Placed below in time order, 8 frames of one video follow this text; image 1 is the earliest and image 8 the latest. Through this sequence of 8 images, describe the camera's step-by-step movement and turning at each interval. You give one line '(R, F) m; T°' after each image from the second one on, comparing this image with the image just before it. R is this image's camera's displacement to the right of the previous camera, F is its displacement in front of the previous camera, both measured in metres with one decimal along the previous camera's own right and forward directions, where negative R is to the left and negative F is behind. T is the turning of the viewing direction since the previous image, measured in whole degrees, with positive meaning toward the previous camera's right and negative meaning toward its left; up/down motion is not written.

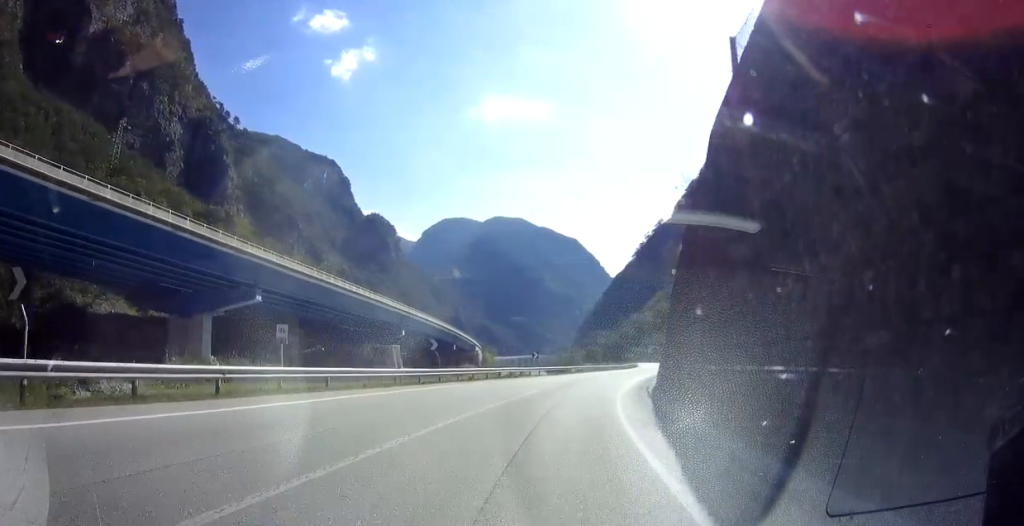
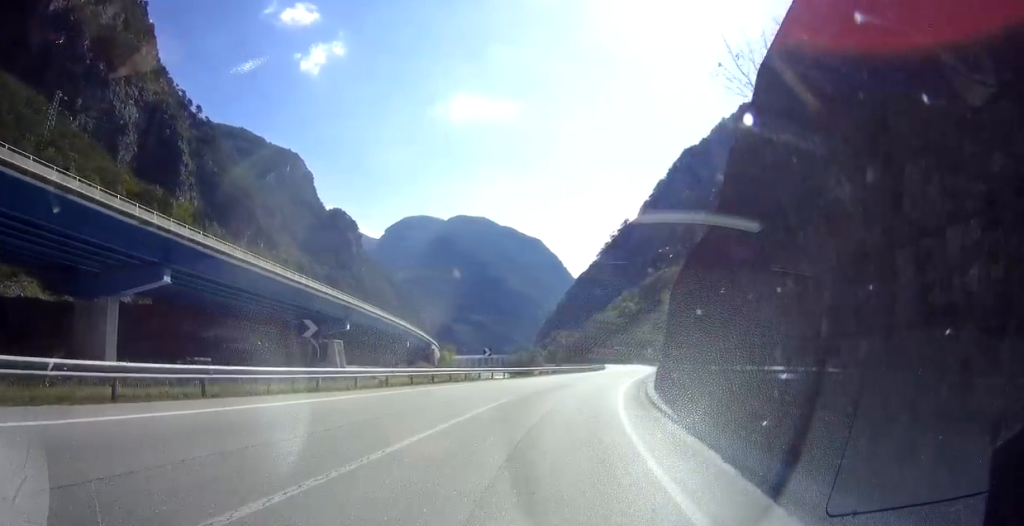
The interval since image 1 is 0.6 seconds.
(+0.2, +12.1) m; +4°
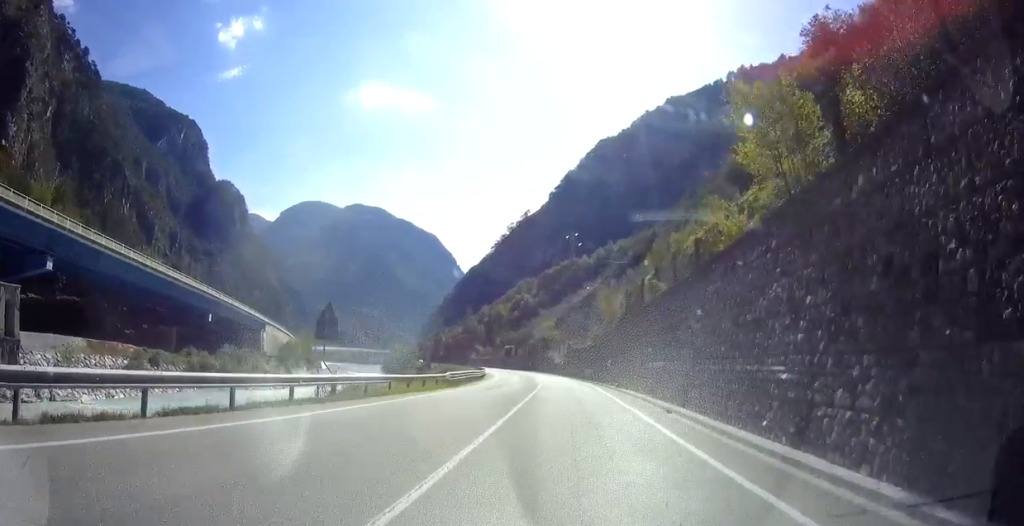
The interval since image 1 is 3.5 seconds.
(+5.9, +55.7) m; +9°
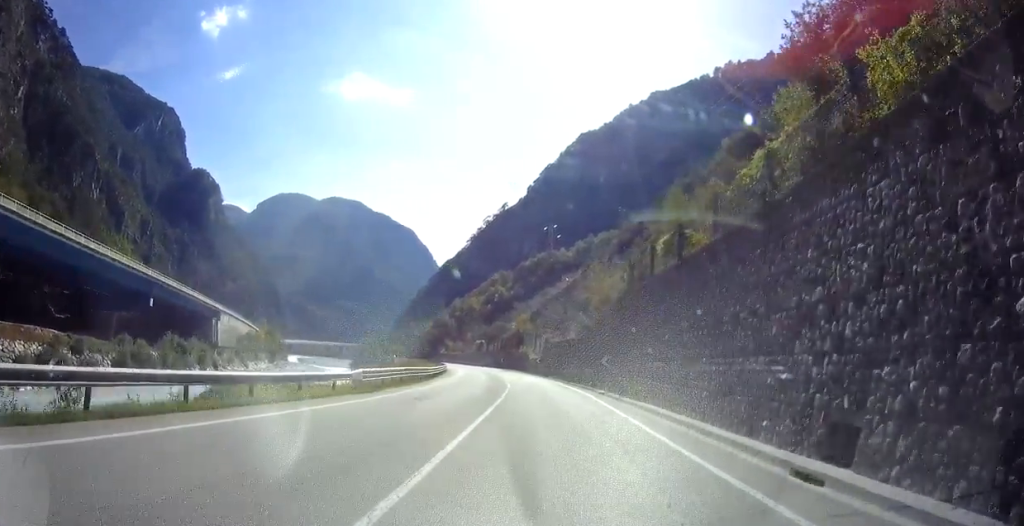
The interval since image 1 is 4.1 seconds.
(+0.2, +13.0) m; +1°
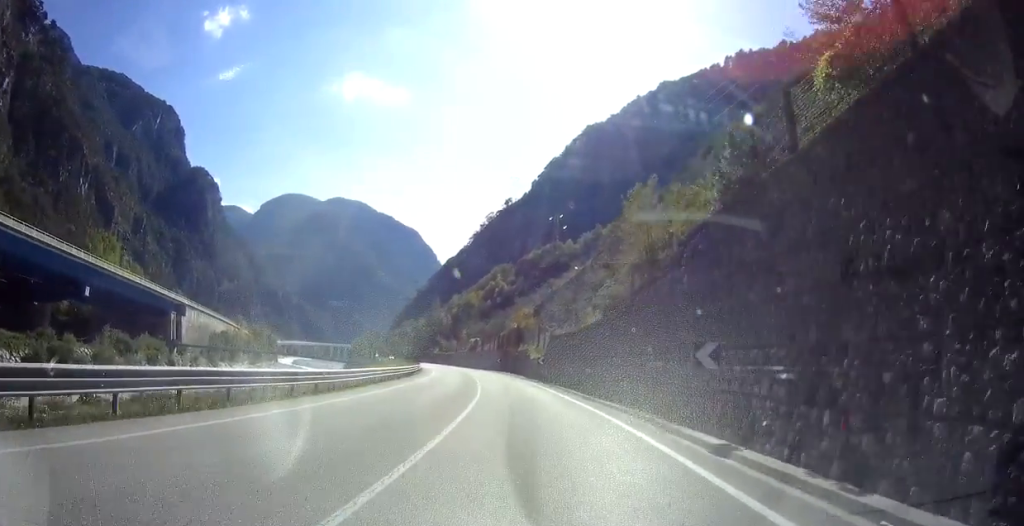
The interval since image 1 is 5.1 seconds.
(+0.3, +19.9) m; 0°
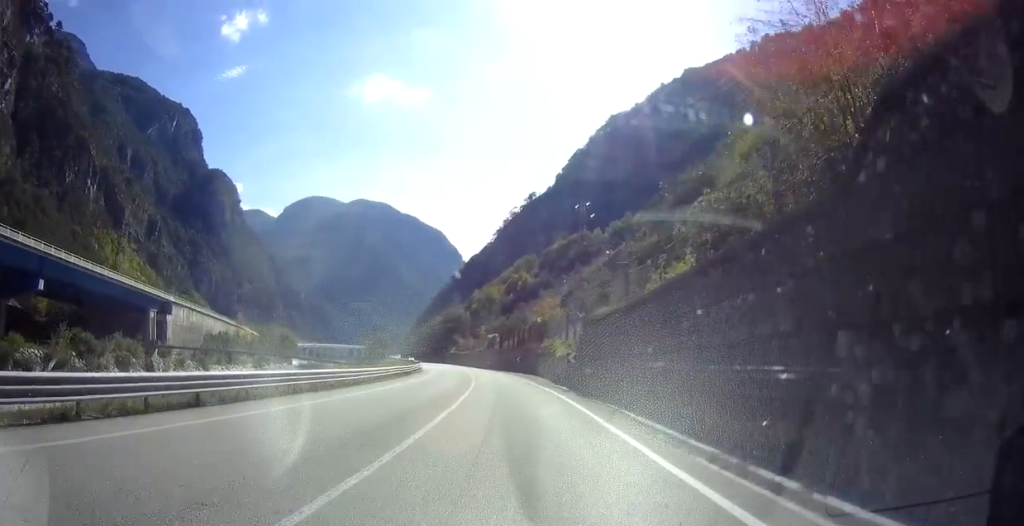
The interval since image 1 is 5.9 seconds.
(-0.1, +17.4) m; -1°
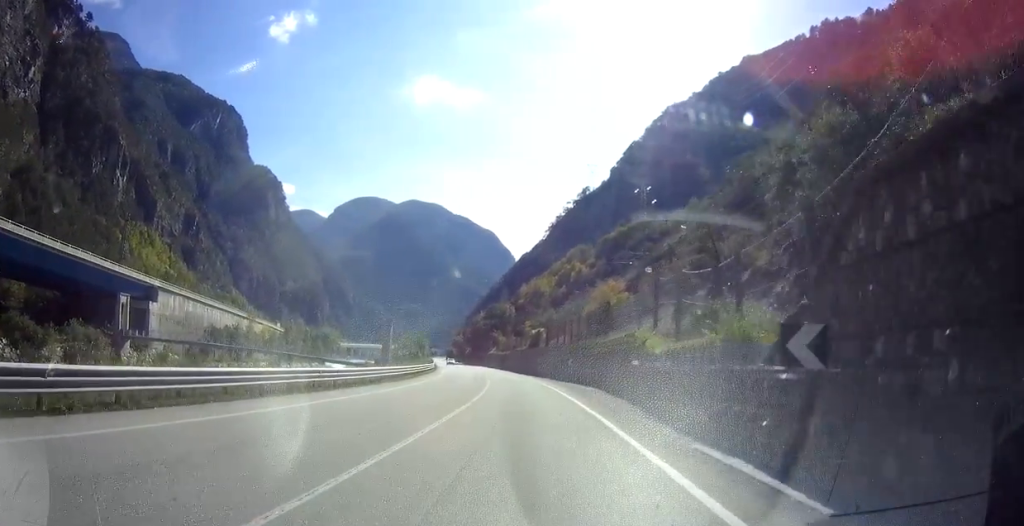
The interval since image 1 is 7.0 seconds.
(-0.6, +24.4) m; -3°
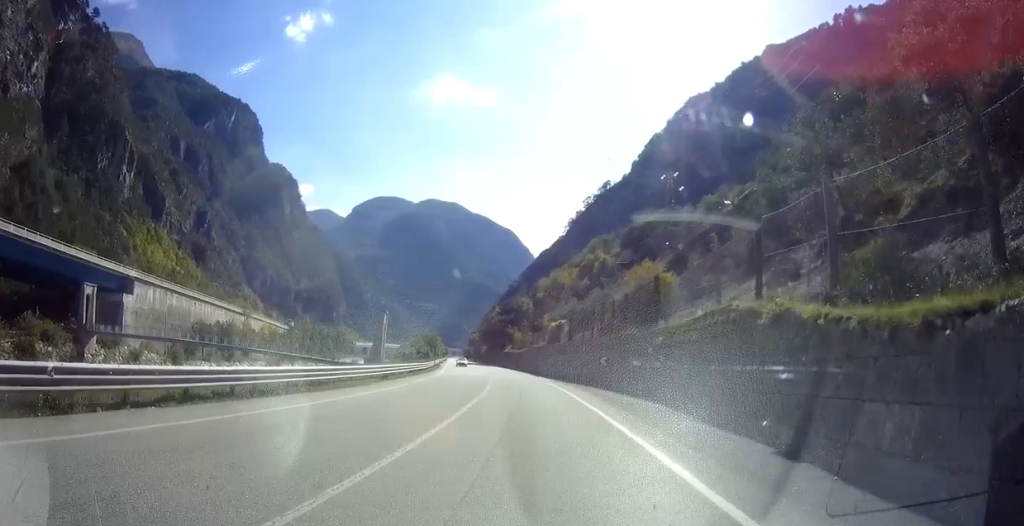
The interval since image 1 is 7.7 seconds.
(-0.1, +13.8) m; -2°
